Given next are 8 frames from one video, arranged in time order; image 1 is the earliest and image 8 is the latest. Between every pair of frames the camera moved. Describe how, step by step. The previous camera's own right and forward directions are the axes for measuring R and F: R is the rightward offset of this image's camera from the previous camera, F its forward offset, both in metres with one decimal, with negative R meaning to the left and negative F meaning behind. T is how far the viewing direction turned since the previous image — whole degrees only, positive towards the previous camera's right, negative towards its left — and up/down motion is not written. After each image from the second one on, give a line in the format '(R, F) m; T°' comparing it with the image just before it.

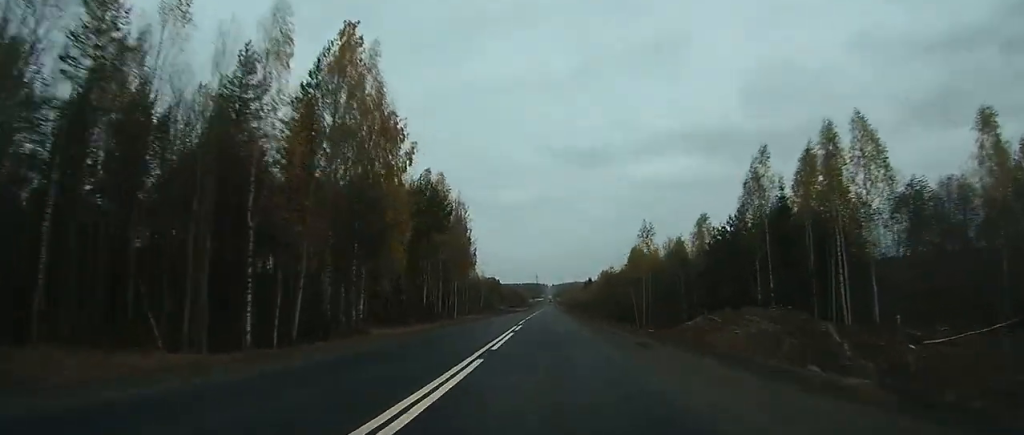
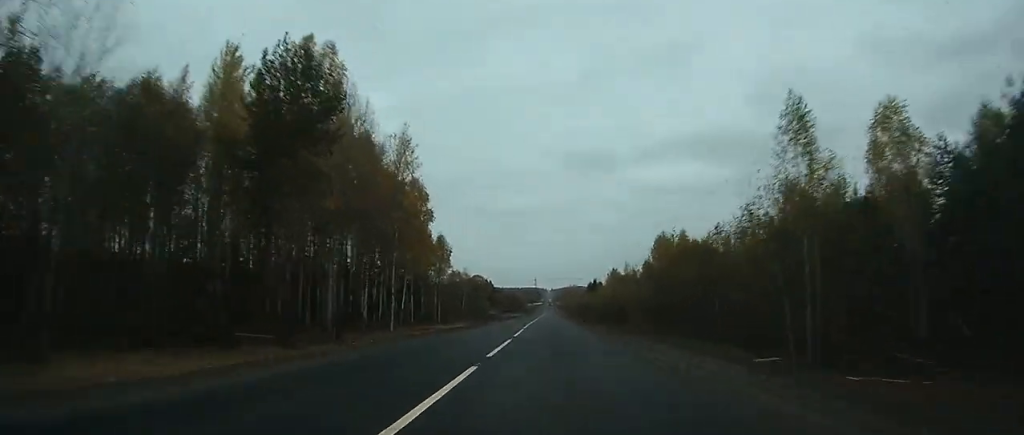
(0.0, +45.0) m; 0°
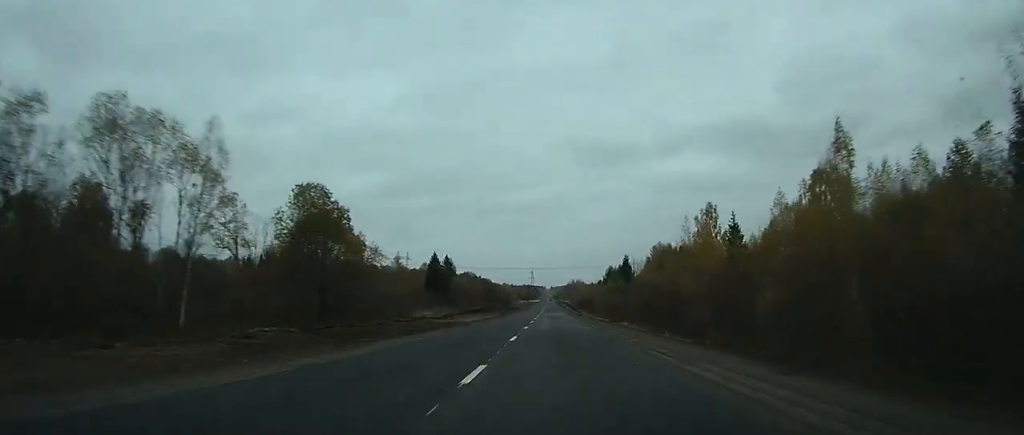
(+0.4, +128.3) m; 0°
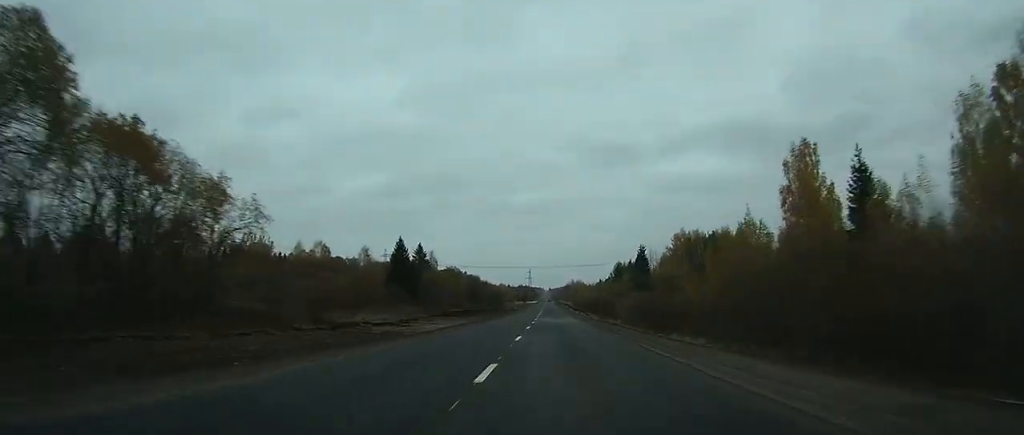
(0.0, +34.5) m; 0°
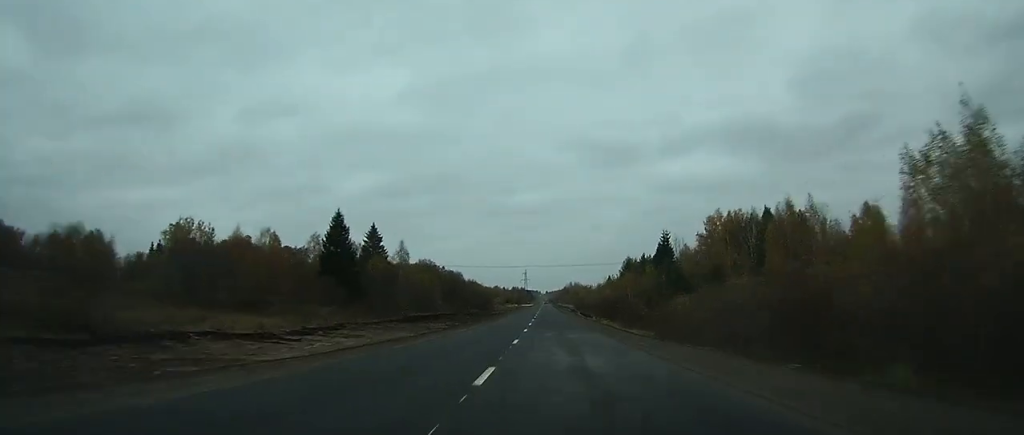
(0.0, +37.1) m; 0°
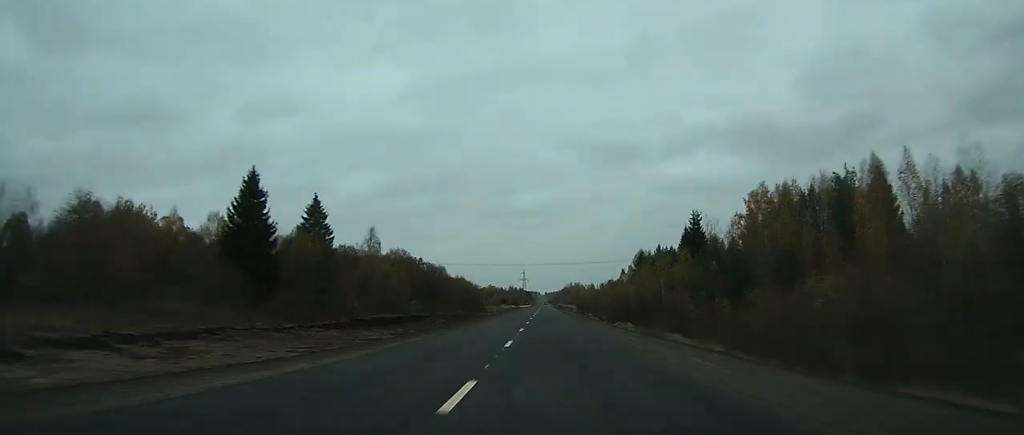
(0.0, +28.2) m; 0°
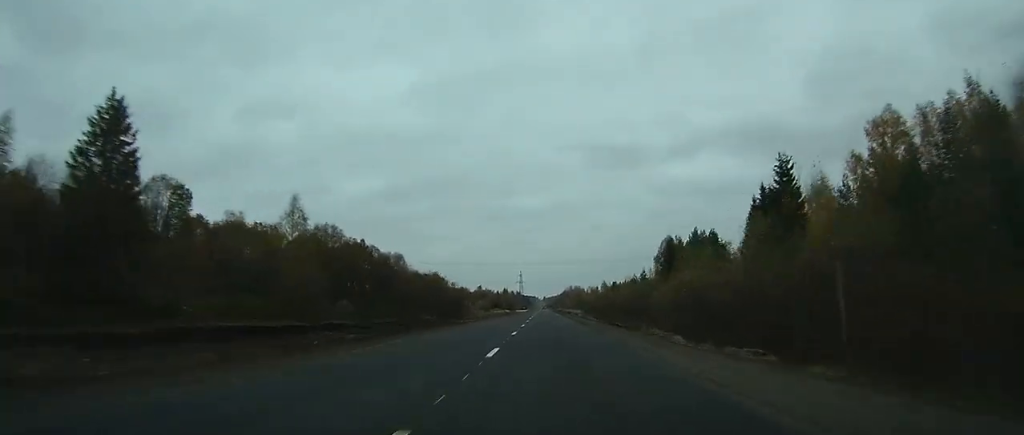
(+0.1, +42.5) m; 0°
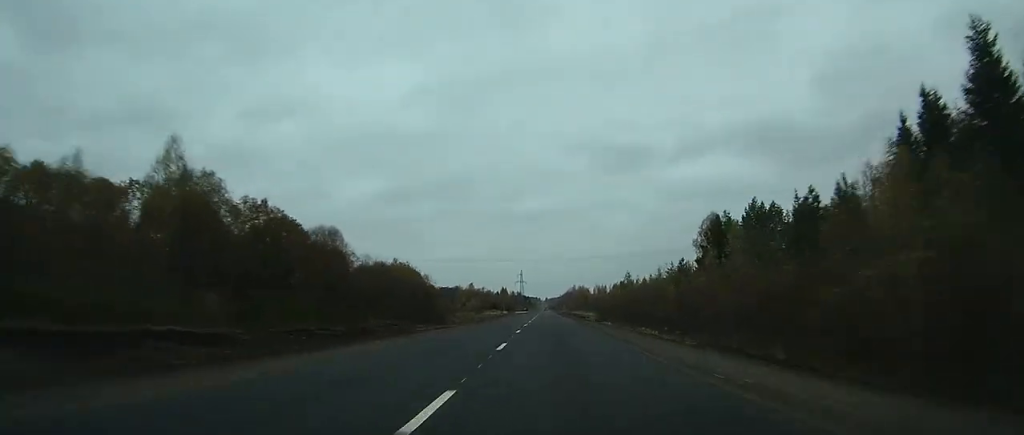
(0.0, +34.1) m; 0°
